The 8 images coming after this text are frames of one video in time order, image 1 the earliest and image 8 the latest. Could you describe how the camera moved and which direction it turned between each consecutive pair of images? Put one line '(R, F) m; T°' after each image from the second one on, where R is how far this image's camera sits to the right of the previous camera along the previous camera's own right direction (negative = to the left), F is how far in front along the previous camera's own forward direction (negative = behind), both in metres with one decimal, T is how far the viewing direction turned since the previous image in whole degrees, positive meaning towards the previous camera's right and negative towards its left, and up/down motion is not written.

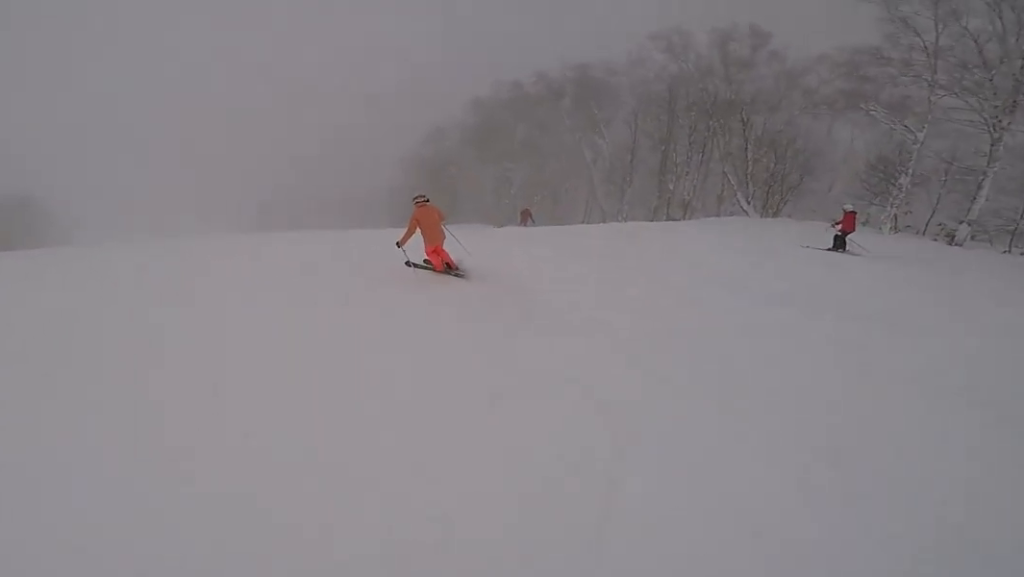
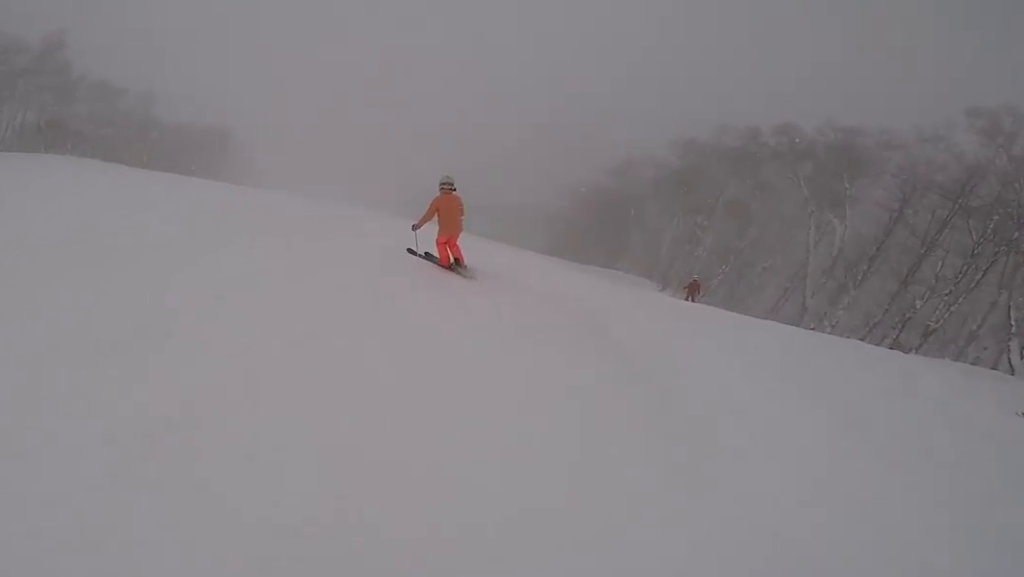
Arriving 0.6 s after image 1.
(+0.1, +4.0) m; -2°
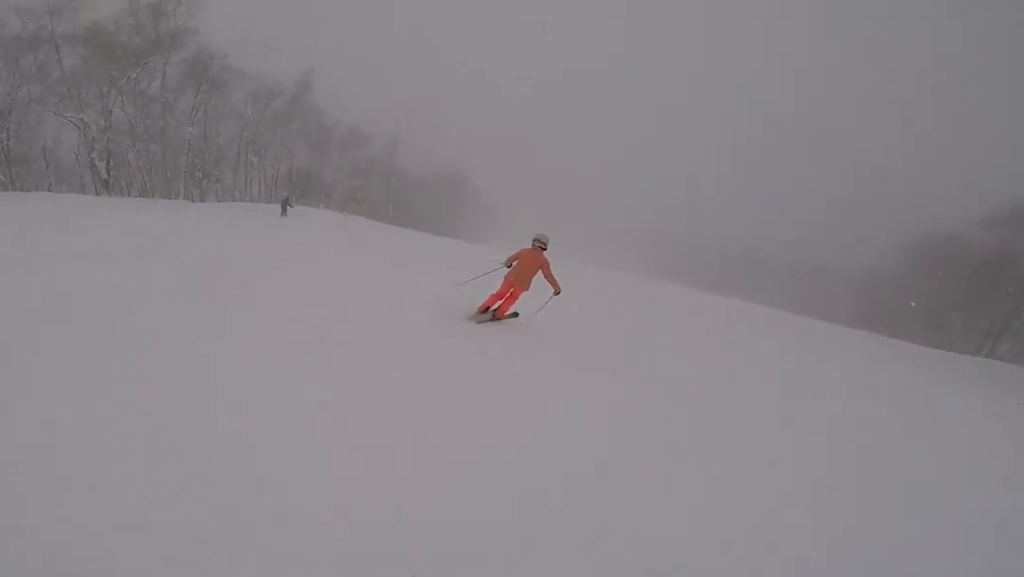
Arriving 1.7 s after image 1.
(-0.5, +7.3) m; -5°
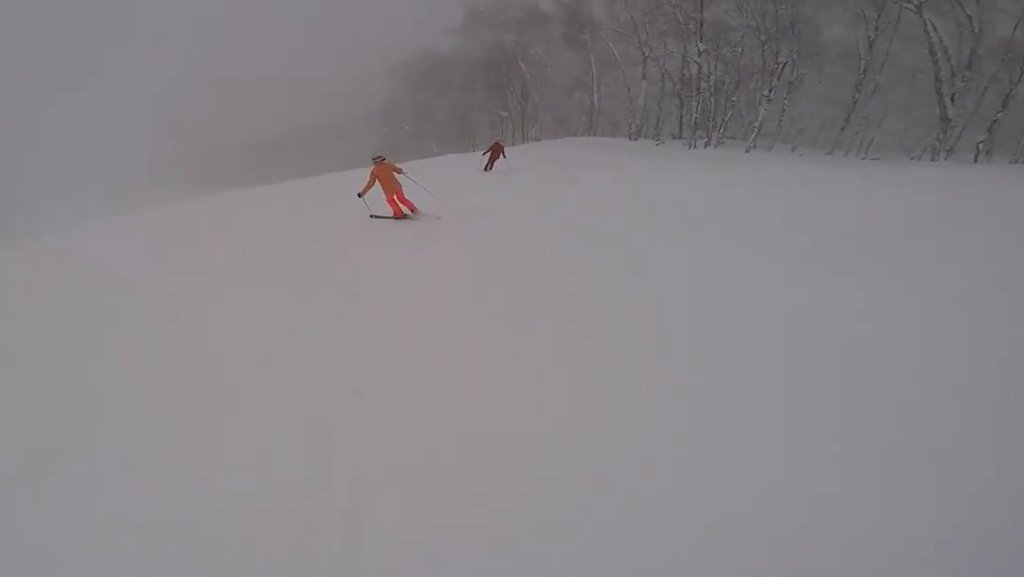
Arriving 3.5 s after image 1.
(+0.8, +12.4) m; +7°
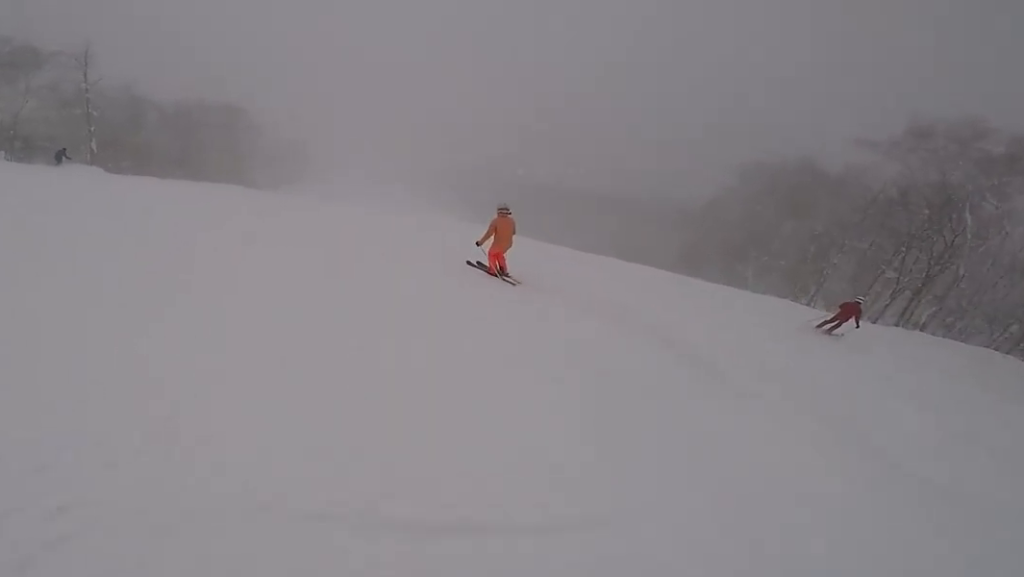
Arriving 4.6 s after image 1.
(0.0, +7.6) m; -14°
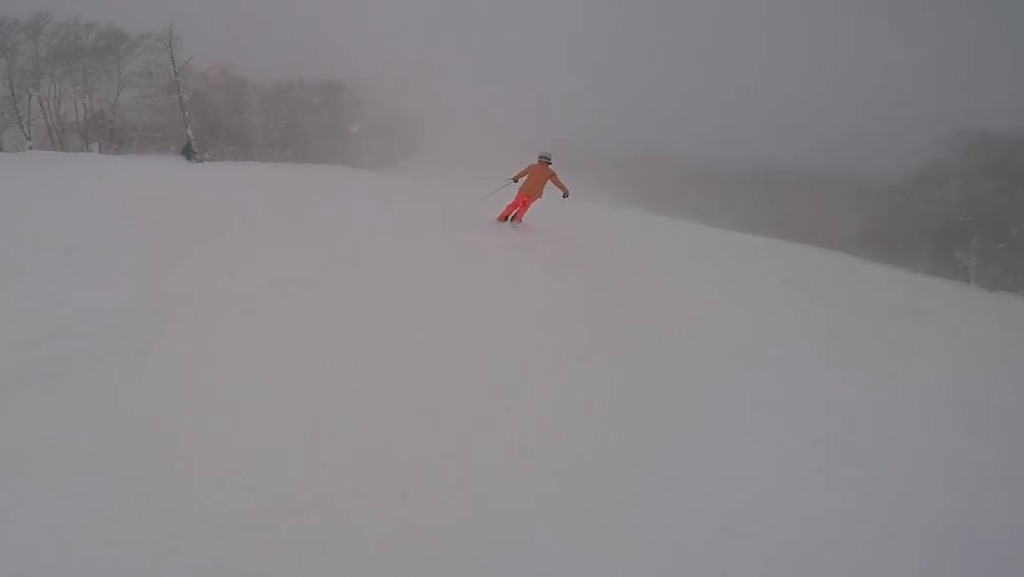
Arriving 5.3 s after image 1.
(-1.2, +5.1) m; -1°
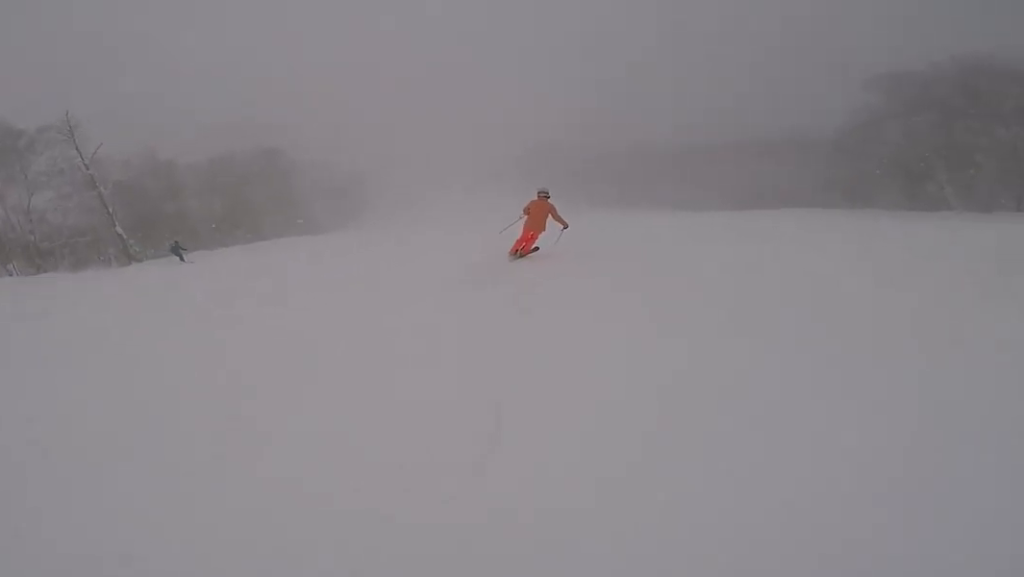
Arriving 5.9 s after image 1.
(-0.2, +4.1) m; +6°
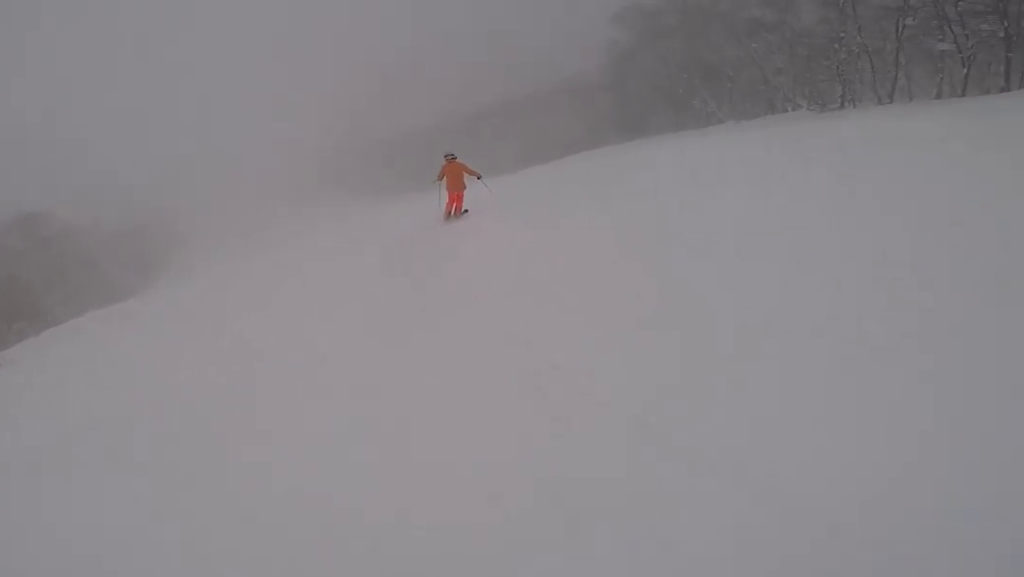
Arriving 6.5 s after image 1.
(+0.7, +4.4) m; +15°
